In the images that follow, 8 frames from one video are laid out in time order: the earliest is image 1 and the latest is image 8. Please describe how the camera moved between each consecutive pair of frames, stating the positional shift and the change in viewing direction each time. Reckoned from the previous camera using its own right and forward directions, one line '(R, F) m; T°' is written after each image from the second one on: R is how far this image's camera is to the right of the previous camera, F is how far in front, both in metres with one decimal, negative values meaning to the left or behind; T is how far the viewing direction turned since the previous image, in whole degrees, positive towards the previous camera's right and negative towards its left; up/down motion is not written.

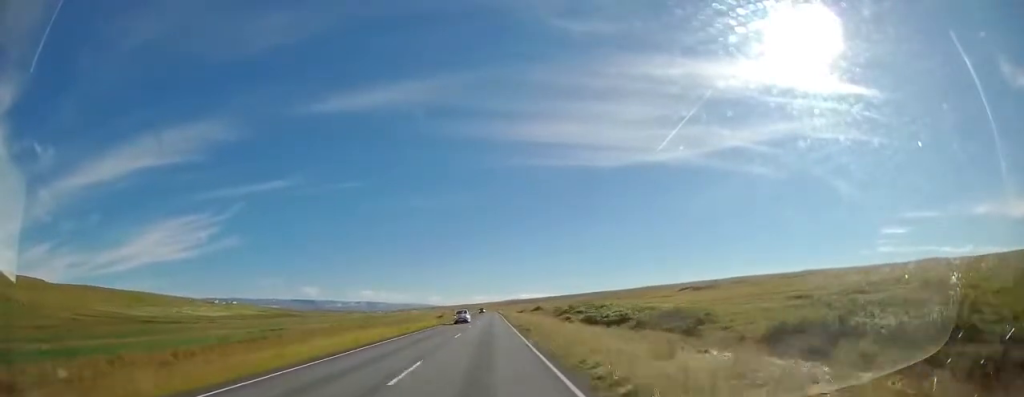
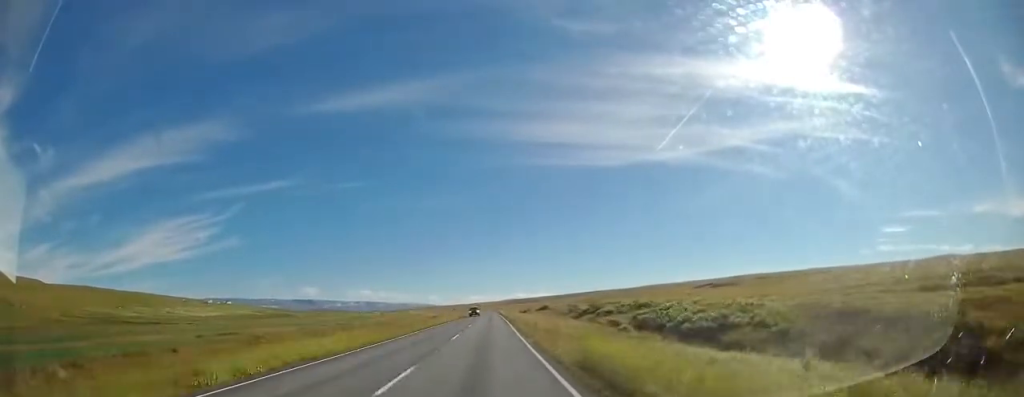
(+0.1, +24.6) m; 0°
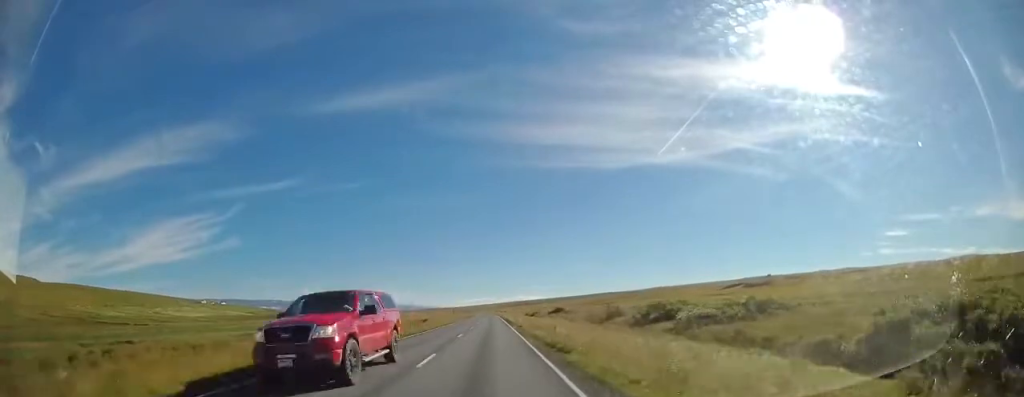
(-0.2, +32.6) m; -1°
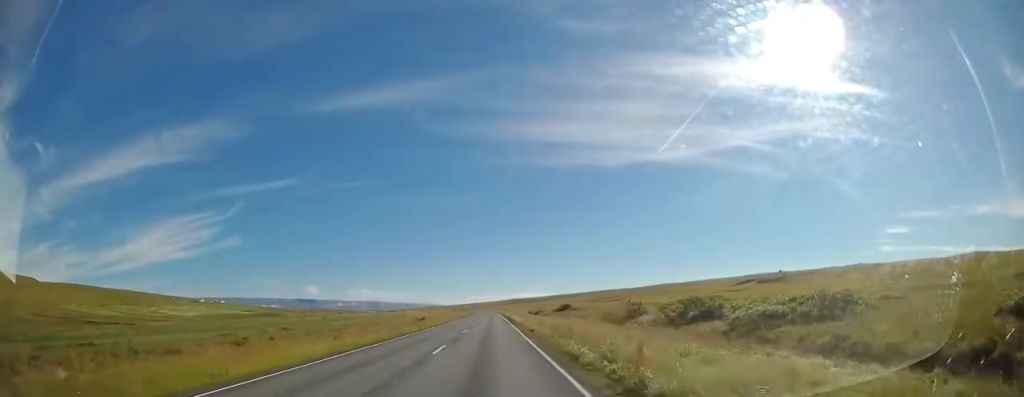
(0.0, +10.2) m; 0°
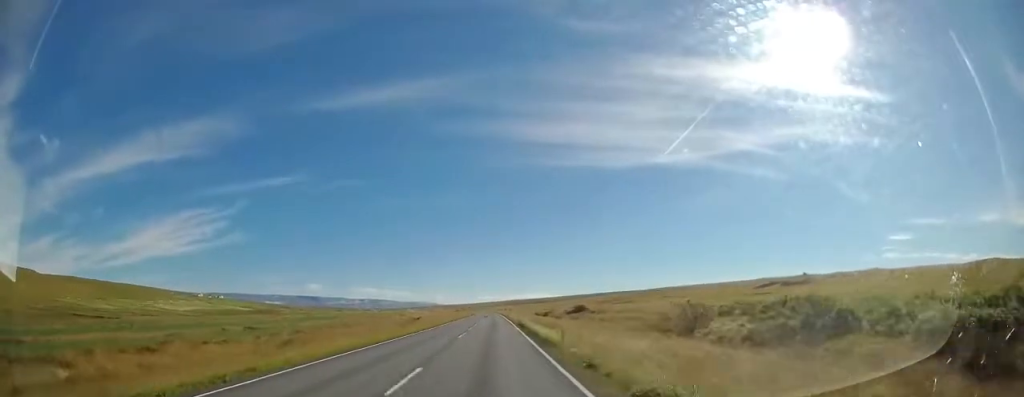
(0.0, +17.3) m; 0°
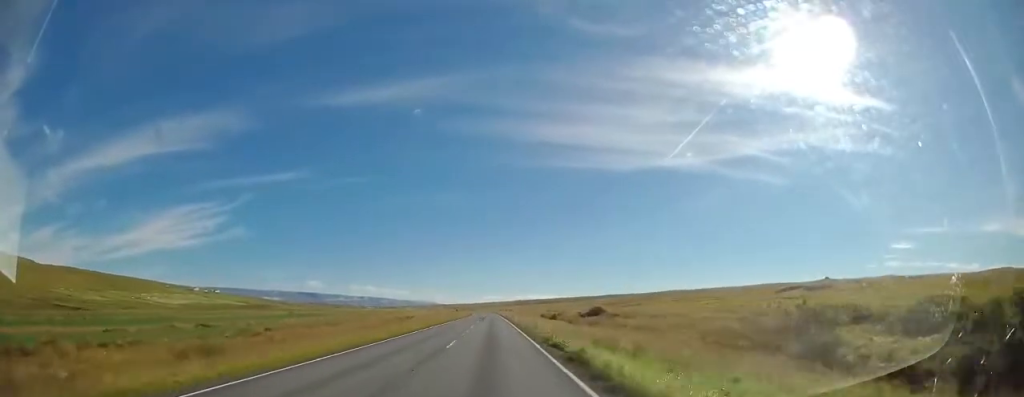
(0.0, +16.5) m; 0°
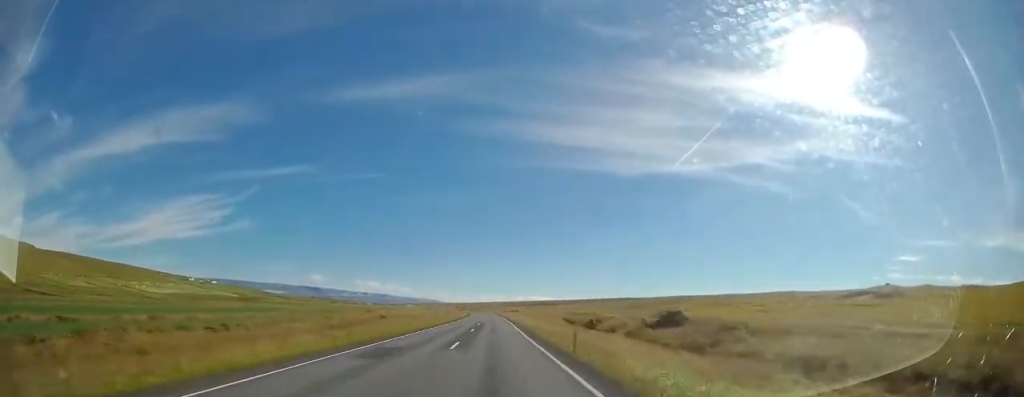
(0.0, +35.4) m; -1°
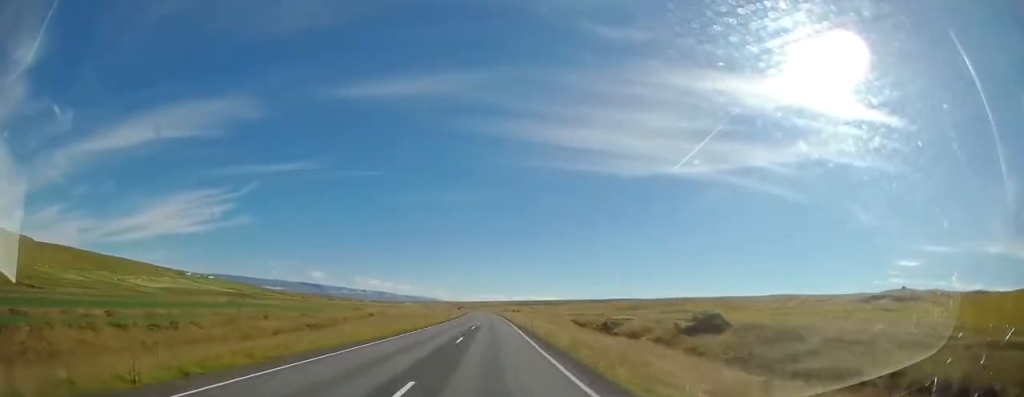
(0.0, +9.5) m; 0°
